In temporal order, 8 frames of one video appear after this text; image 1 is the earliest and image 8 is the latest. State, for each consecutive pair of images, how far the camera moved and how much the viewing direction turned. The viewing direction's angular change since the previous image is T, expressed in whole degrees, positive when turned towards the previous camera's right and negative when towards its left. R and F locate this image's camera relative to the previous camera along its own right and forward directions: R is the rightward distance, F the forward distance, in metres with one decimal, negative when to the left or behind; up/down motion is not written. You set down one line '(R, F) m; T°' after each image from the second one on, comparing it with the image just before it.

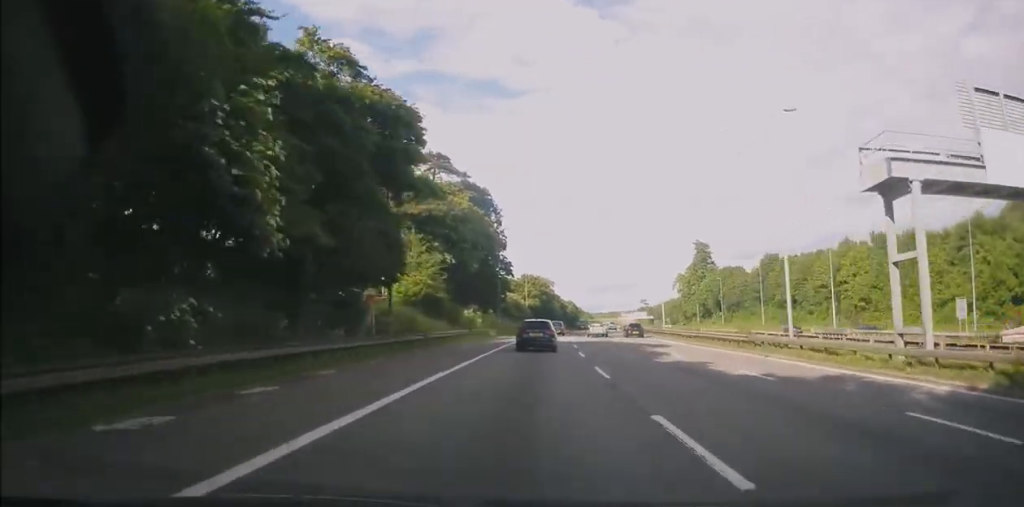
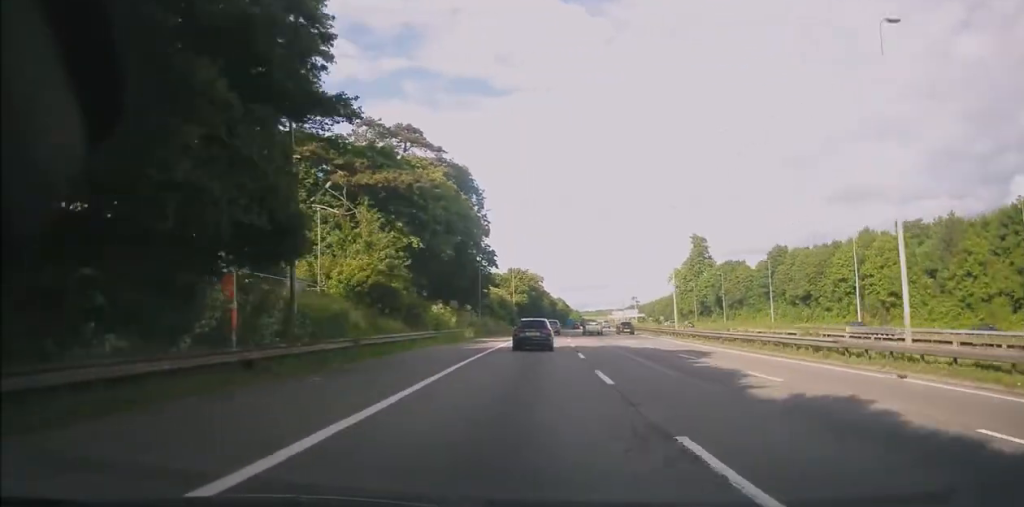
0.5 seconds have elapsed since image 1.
(+0.1, +10.6) m; +2°
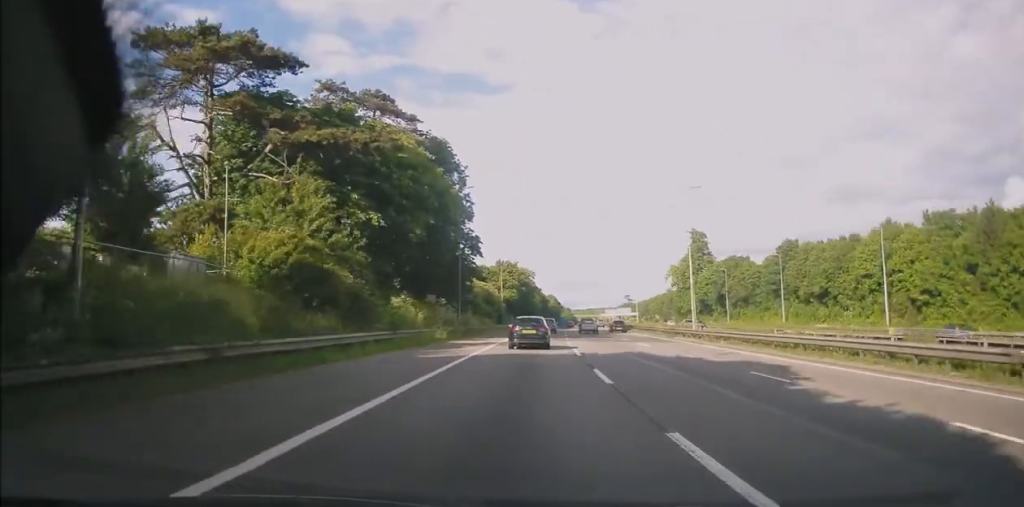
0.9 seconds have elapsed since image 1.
(+0.1, +9.2) m; +1°
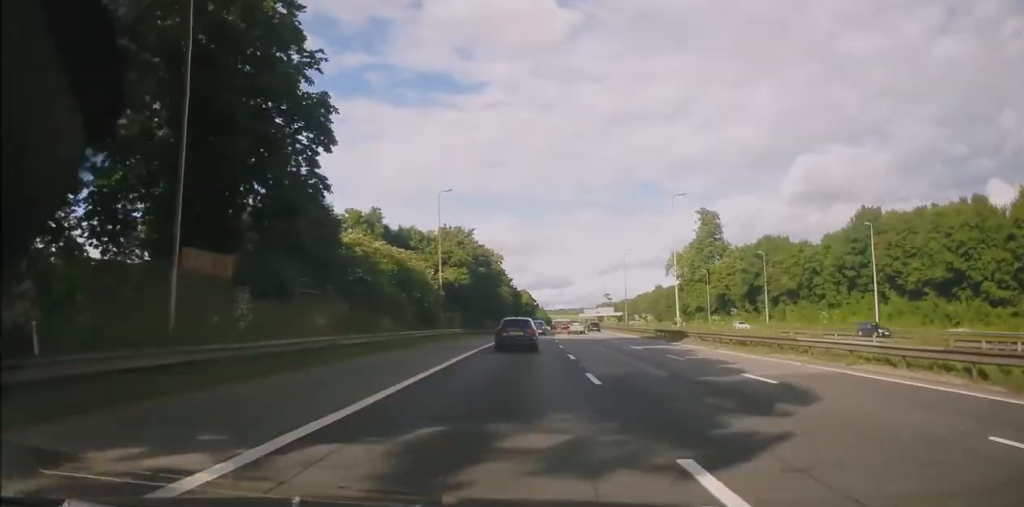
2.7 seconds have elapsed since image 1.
(+0.9, +37.2) m; +2°
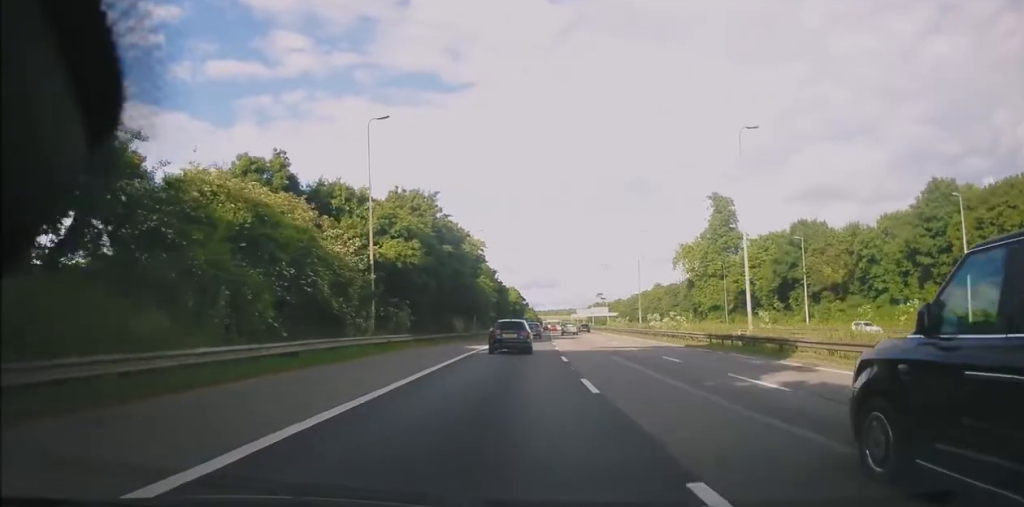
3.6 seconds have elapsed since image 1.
(+0.2, +19.5) m; +1°
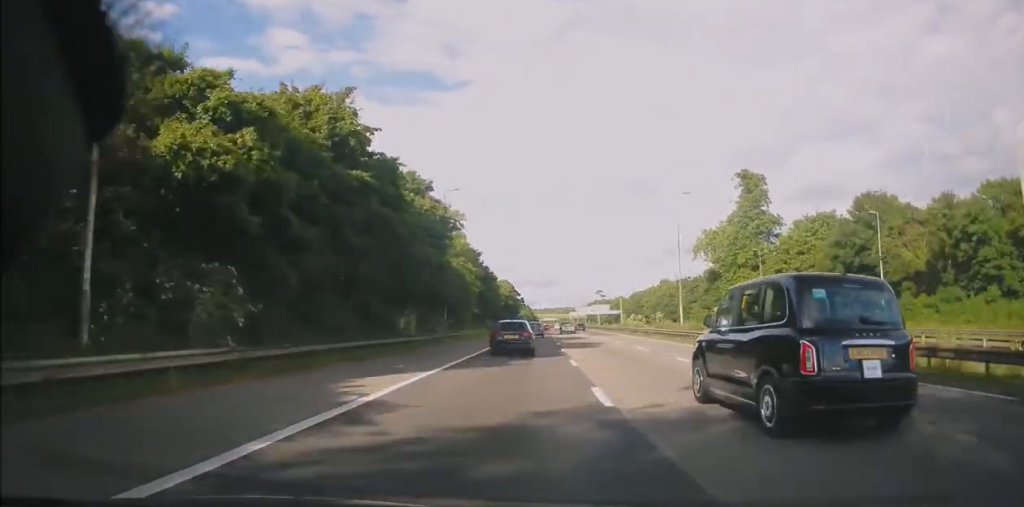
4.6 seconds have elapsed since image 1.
(+0.2, +20.6) m; +1°
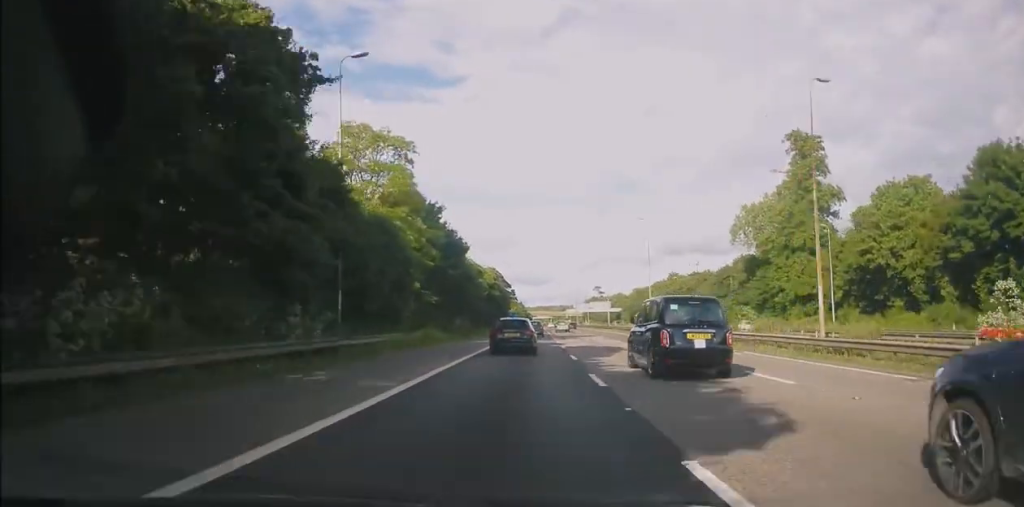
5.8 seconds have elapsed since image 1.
(+0.3, +24.6) m; +1°
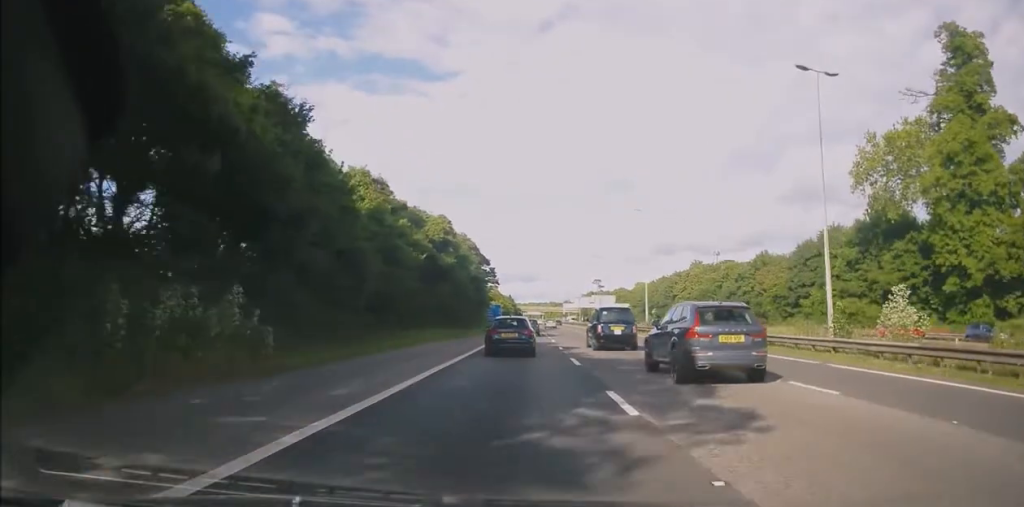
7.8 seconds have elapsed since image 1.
(+0.9, +40.6) m; +2°
